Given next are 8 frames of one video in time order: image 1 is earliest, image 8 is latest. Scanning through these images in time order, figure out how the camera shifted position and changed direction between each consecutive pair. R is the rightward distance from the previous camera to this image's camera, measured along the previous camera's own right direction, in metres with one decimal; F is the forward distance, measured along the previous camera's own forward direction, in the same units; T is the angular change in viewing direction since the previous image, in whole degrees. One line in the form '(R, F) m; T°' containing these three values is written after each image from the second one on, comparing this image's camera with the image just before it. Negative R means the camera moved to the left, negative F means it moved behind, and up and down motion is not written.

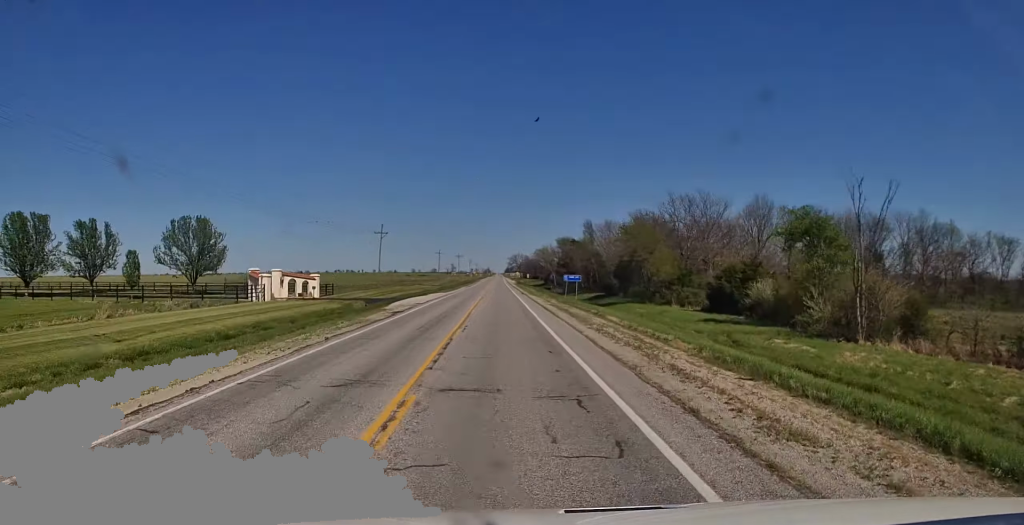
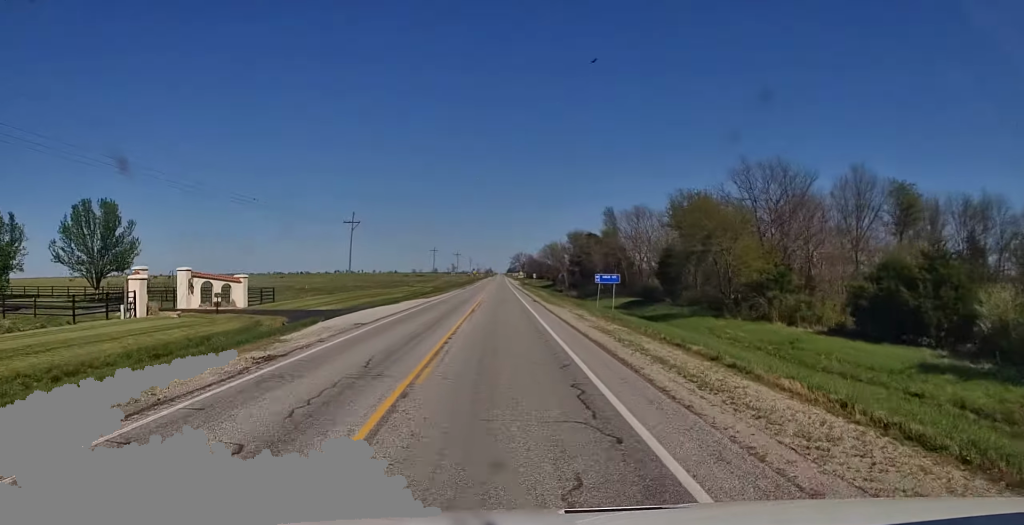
(0.0, +20.7) m; +1°
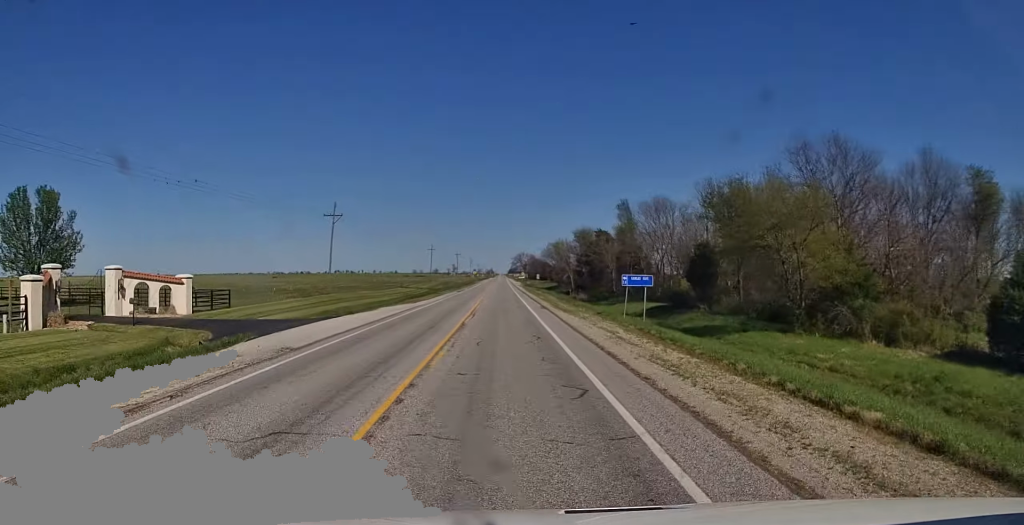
(+0.3, +9.5) m; 0°
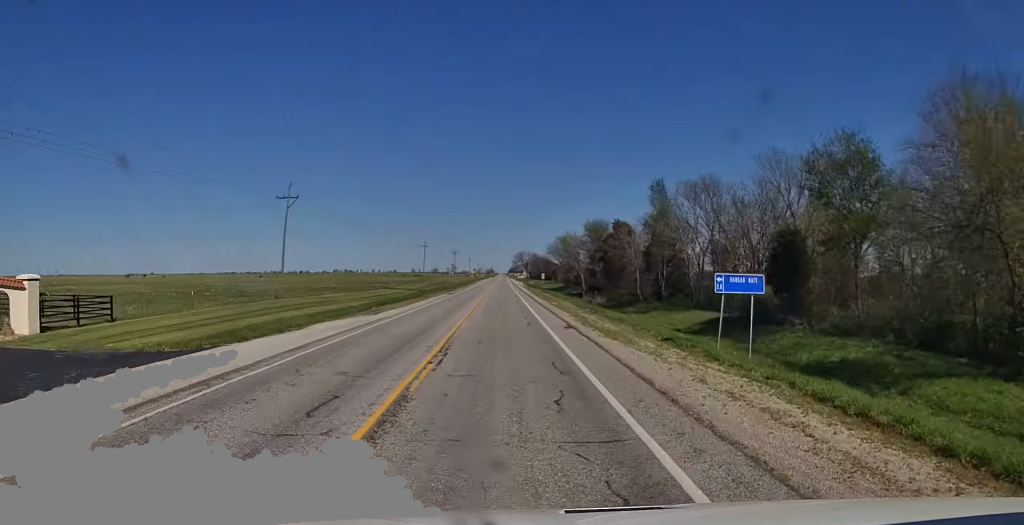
(-0.1, +15.2) m; 0°
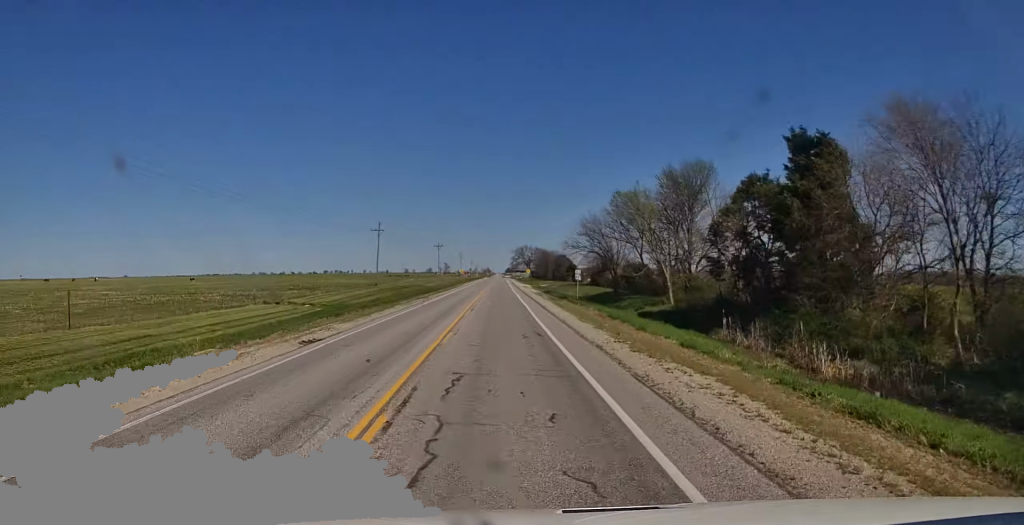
(+0.5, +52.0) m; +1°
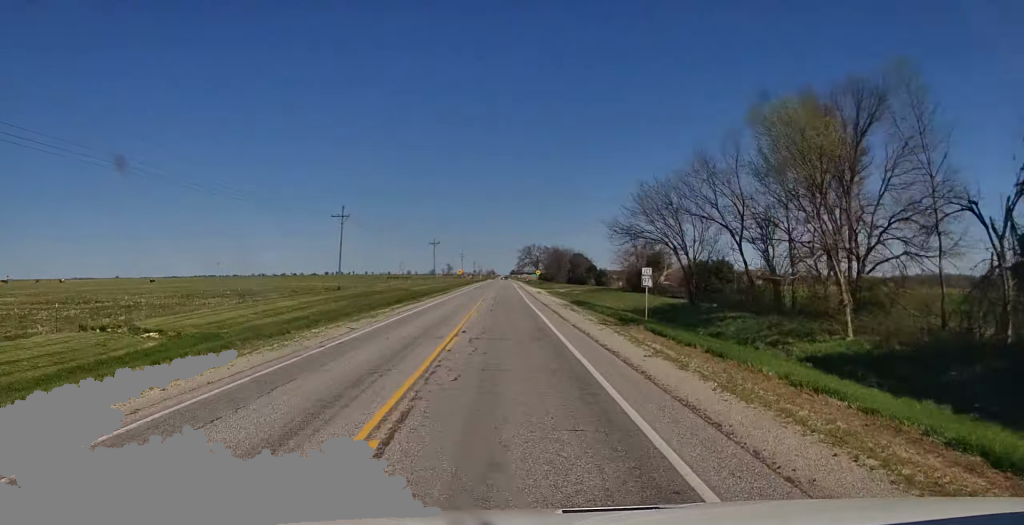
(-0.6, +25.1) m; -1°
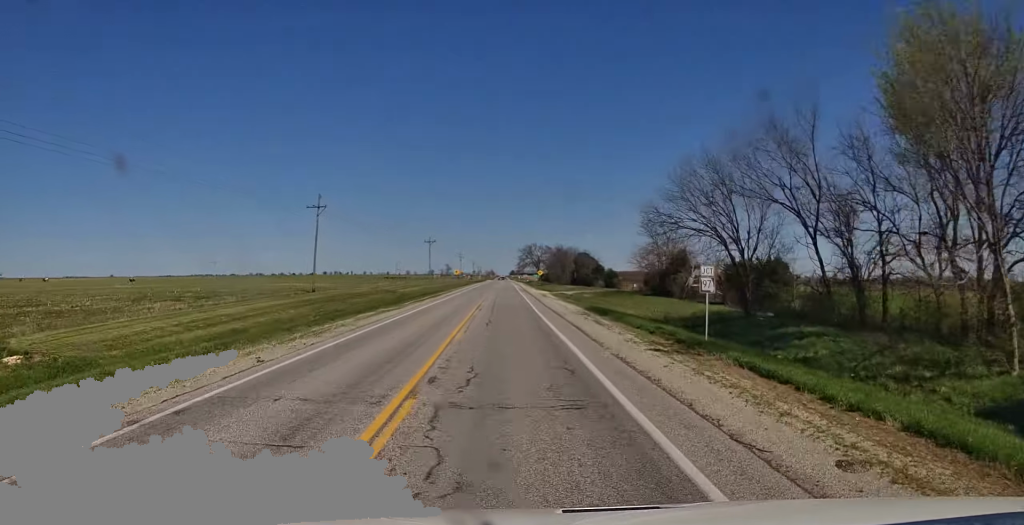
(+0.1, +9.7) m; 0°
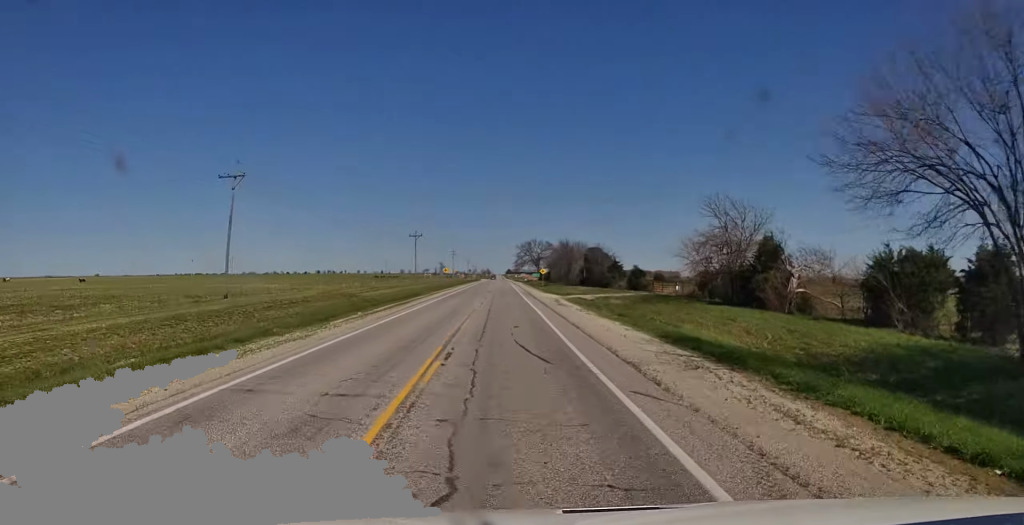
(+0.2, +20.4) m; +1°
